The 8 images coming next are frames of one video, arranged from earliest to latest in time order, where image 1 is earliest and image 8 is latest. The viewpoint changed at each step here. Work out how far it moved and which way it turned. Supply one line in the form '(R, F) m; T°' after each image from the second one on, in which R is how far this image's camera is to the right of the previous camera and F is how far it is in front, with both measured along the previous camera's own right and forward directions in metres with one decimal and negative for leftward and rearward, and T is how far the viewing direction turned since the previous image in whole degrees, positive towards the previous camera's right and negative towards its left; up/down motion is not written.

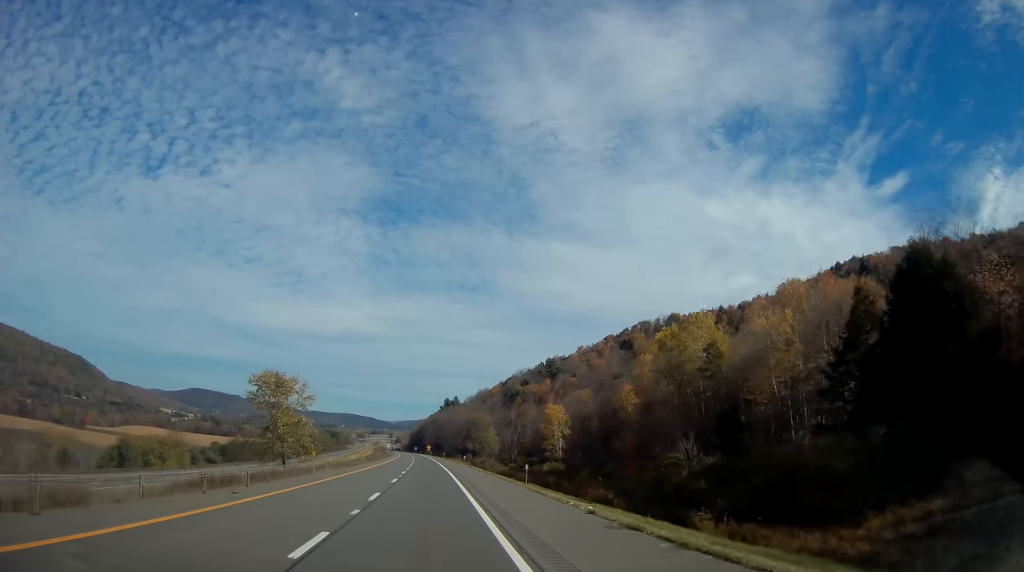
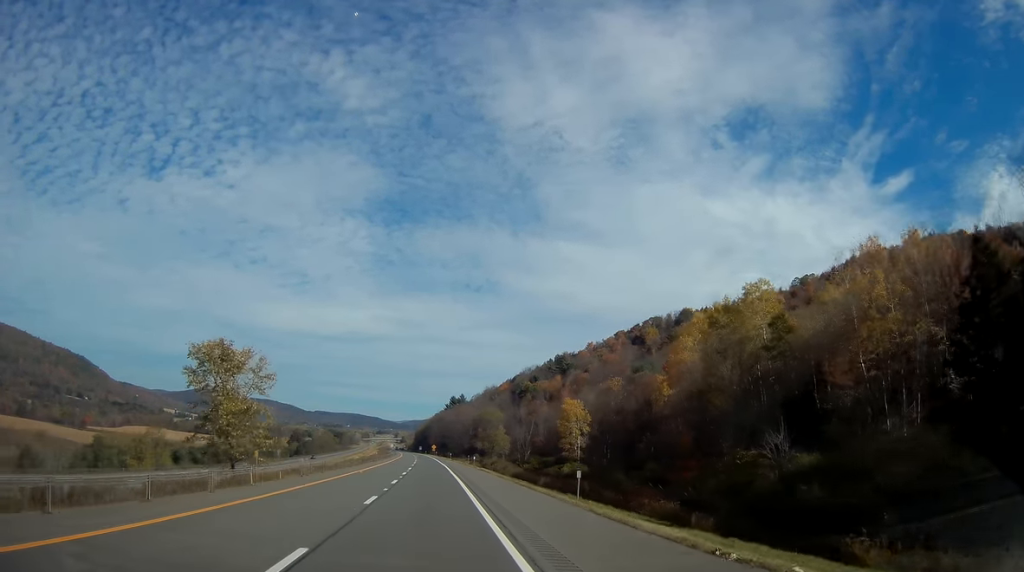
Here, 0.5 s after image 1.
(+0.1, +14.3) m; 0°
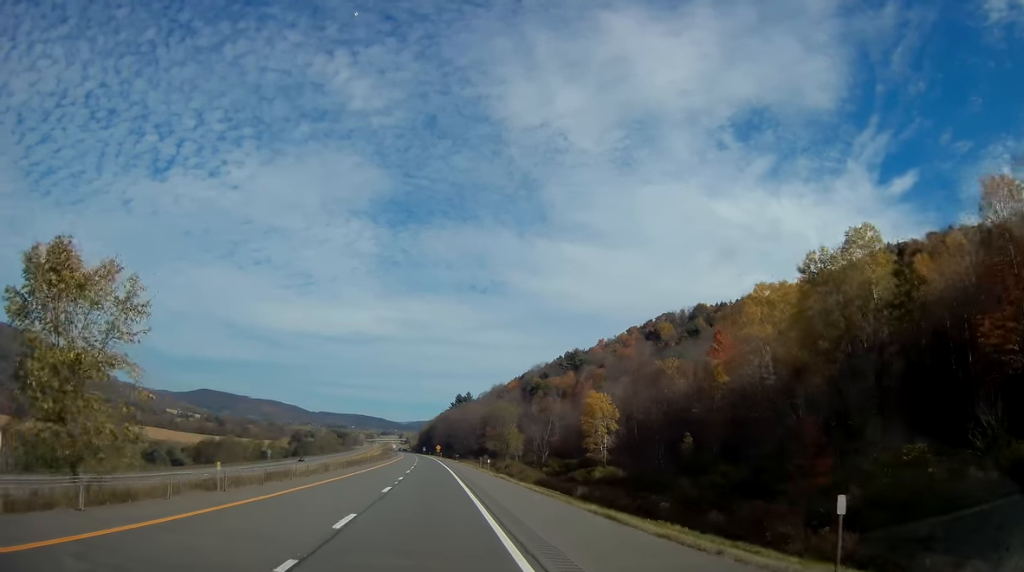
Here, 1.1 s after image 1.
(-0.2, +18.3) m; 0°
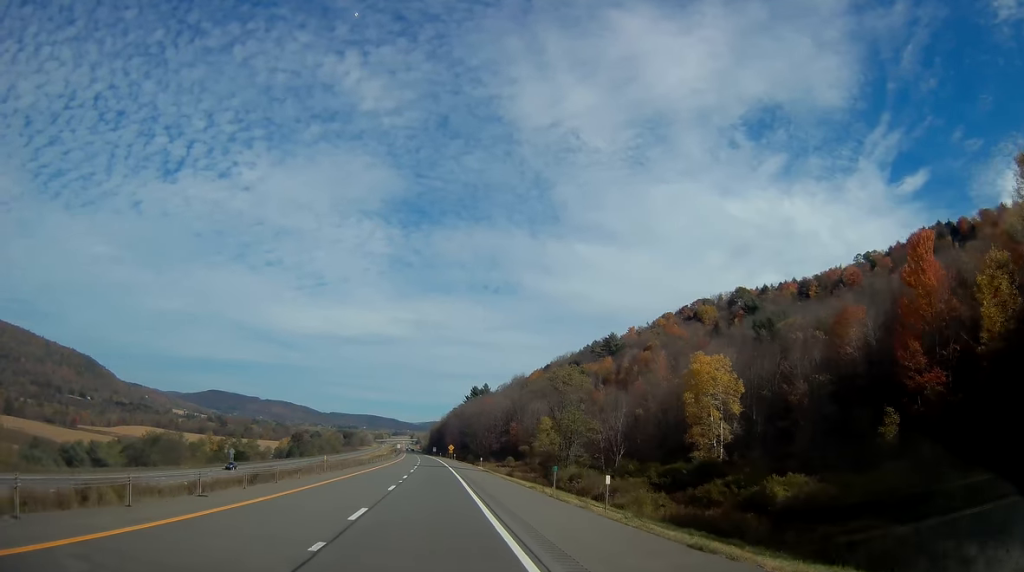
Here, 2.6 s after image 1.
(-0.1, +46.7) m; -1°
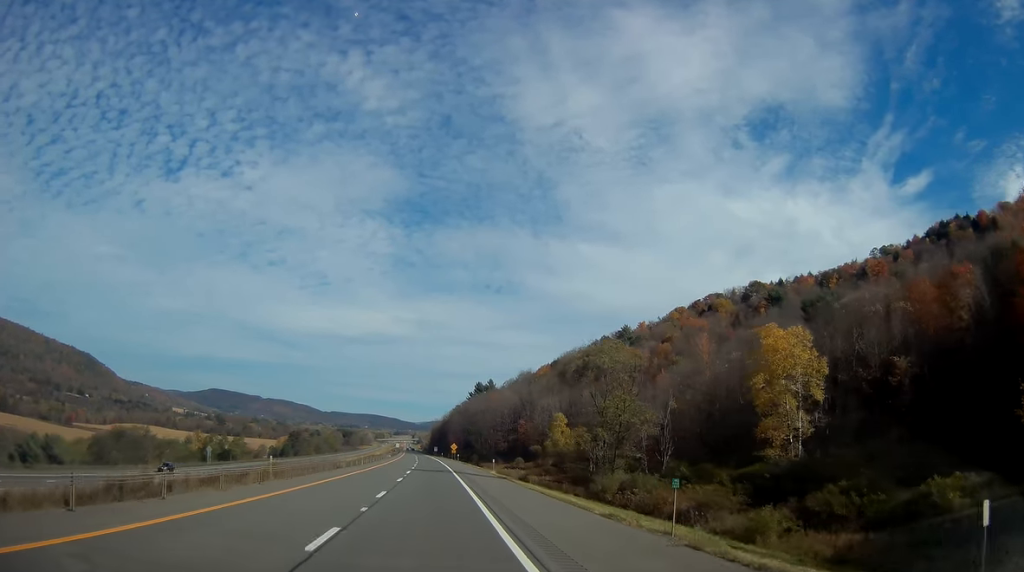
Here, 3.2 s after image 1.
(-0.2, +17.2) m; -1°
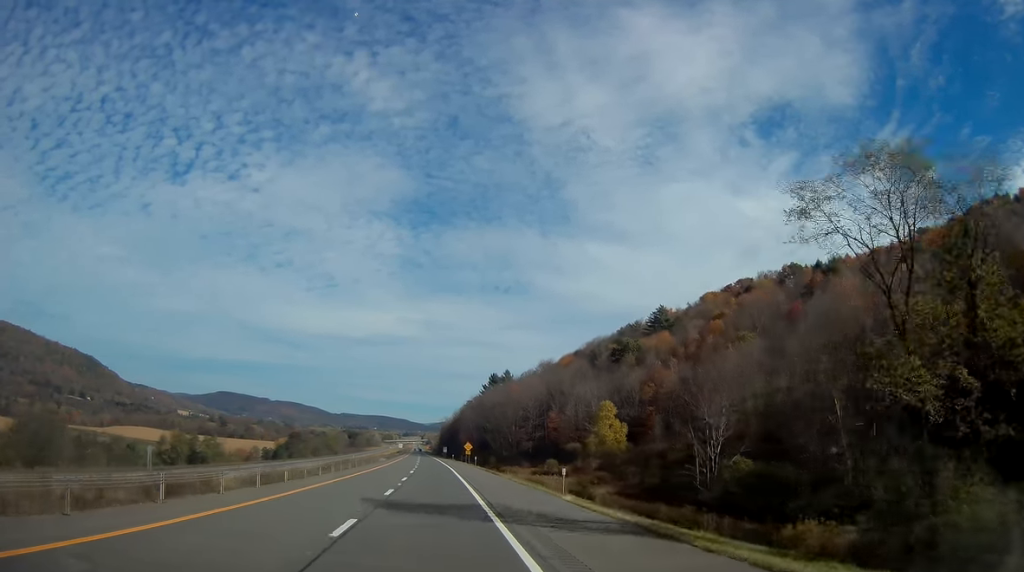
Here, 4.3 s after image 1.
(-0.5, +34.6) m; -1°
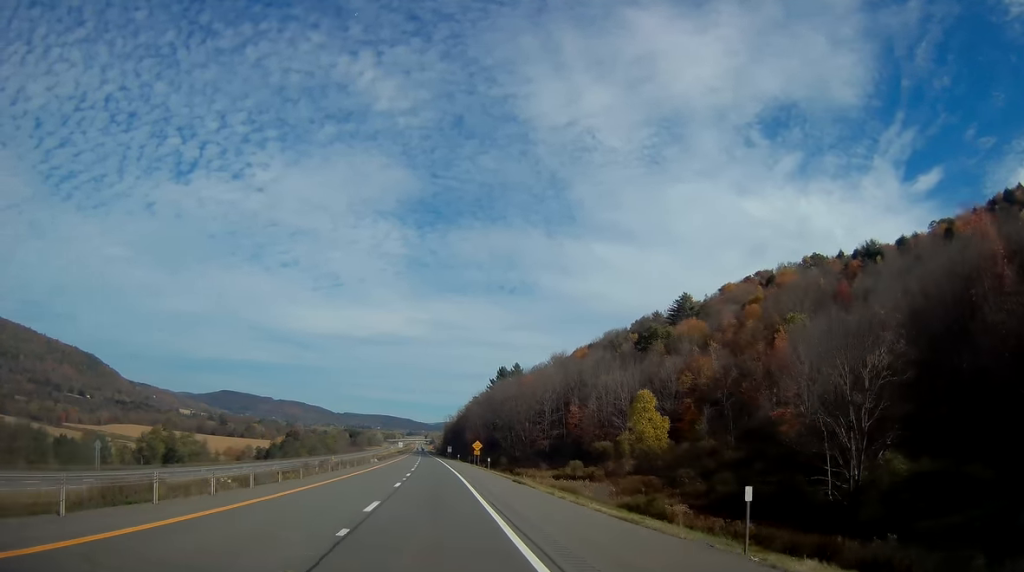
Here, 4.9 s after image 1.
(0.0, +19.3) m; 0°
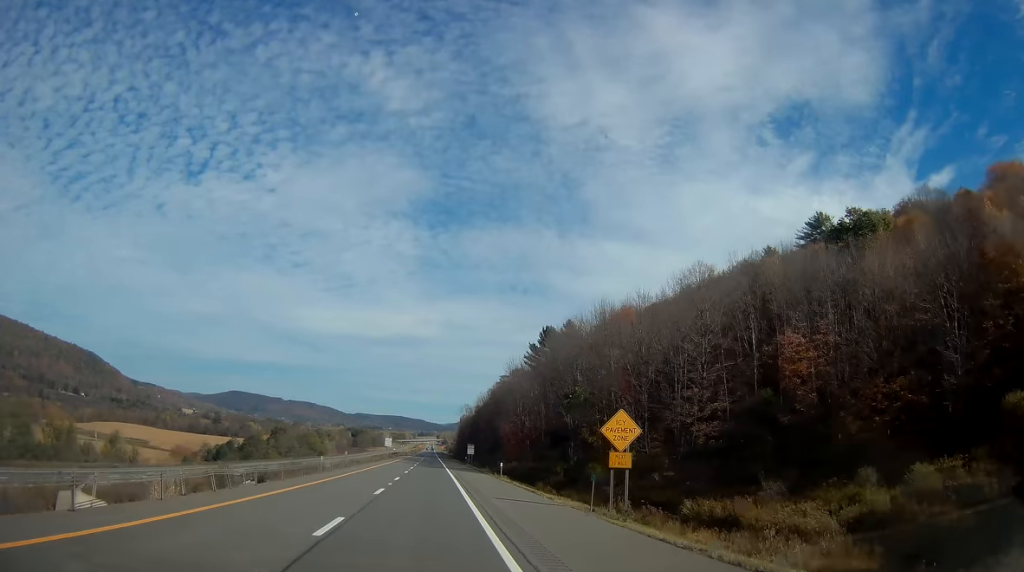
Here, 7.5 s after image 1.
(-0.7, +78.4) m; -1°
